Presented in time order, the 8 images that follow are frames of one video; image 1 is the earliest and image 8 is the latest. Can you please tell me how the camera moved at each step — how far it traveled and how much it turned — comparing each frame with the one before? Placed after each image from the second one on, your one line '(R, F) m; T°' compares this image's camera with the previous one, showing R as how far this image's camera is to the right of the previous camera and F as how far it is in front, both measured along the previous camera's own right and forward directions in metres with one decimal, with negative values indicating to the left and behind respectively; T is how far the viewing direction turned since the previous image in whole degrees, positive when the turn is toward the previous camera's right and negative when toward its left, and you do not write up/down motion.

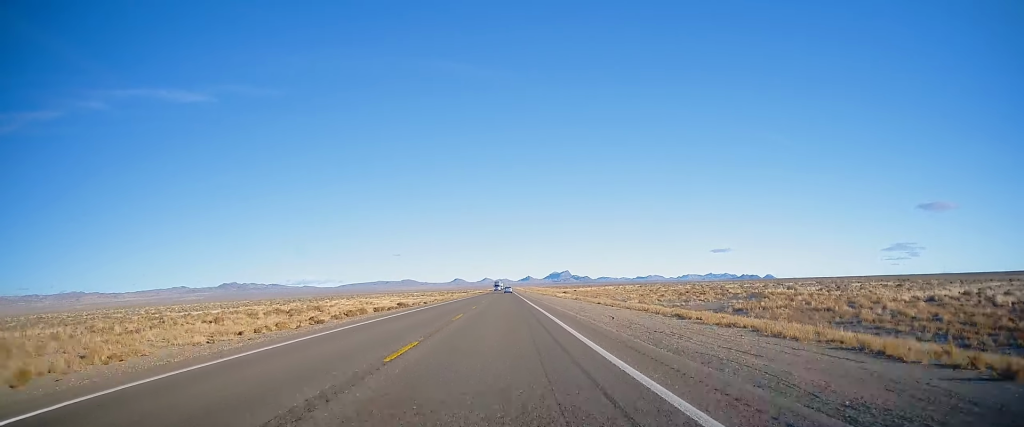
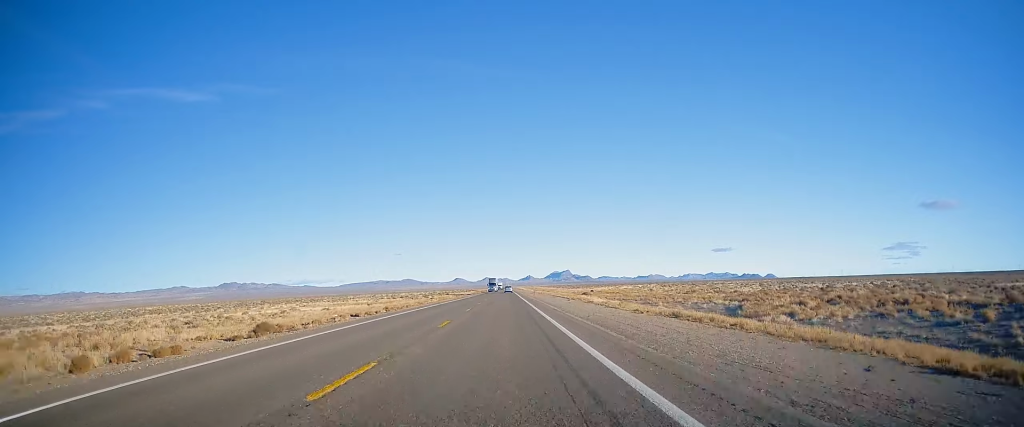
(+0.1, +40.3) m; 0°
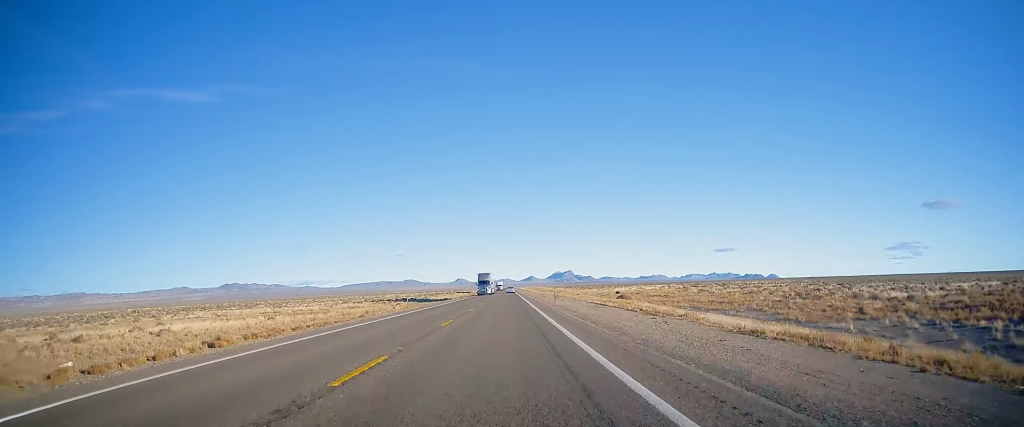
(+0.1, +35.6) m; -1°
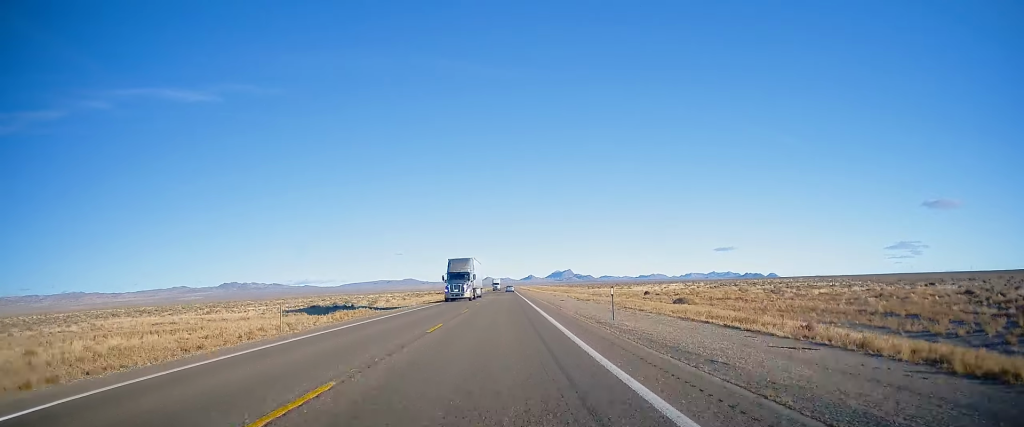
(-0.5, +27.5) m; 0°
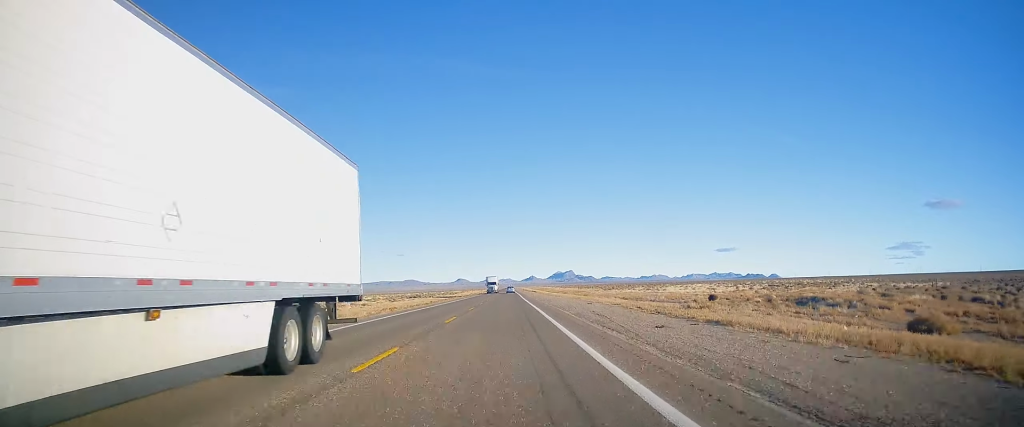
(+0.4, +32.1) m; 0°
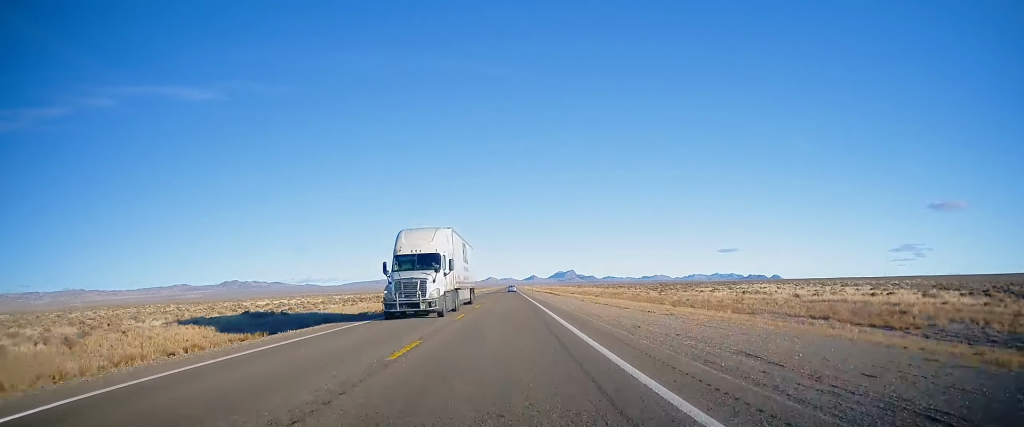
(-0.3, +59.6) m; 0°
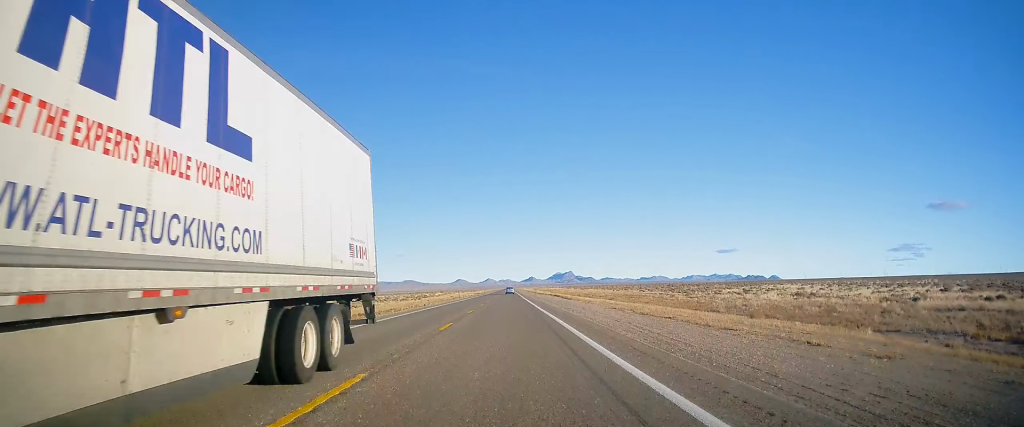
(+0.2, +17.1) m; 0°
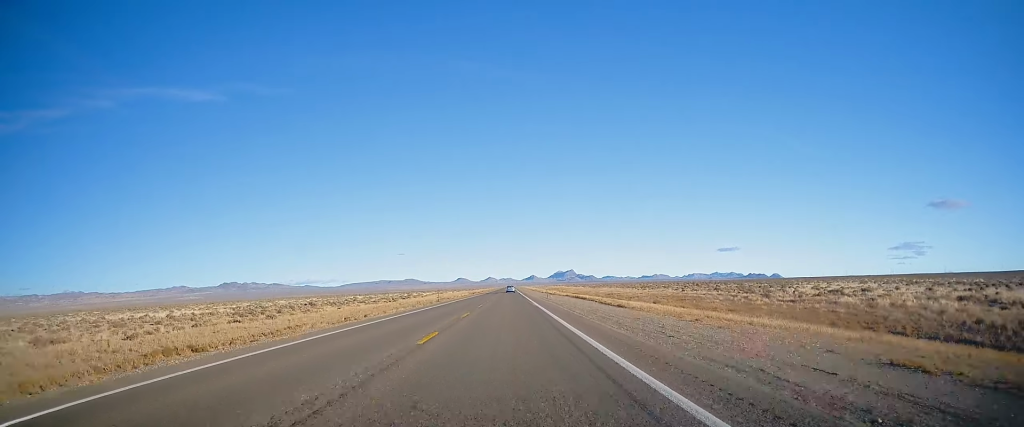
(-0.3, +28.5) m; 0°
